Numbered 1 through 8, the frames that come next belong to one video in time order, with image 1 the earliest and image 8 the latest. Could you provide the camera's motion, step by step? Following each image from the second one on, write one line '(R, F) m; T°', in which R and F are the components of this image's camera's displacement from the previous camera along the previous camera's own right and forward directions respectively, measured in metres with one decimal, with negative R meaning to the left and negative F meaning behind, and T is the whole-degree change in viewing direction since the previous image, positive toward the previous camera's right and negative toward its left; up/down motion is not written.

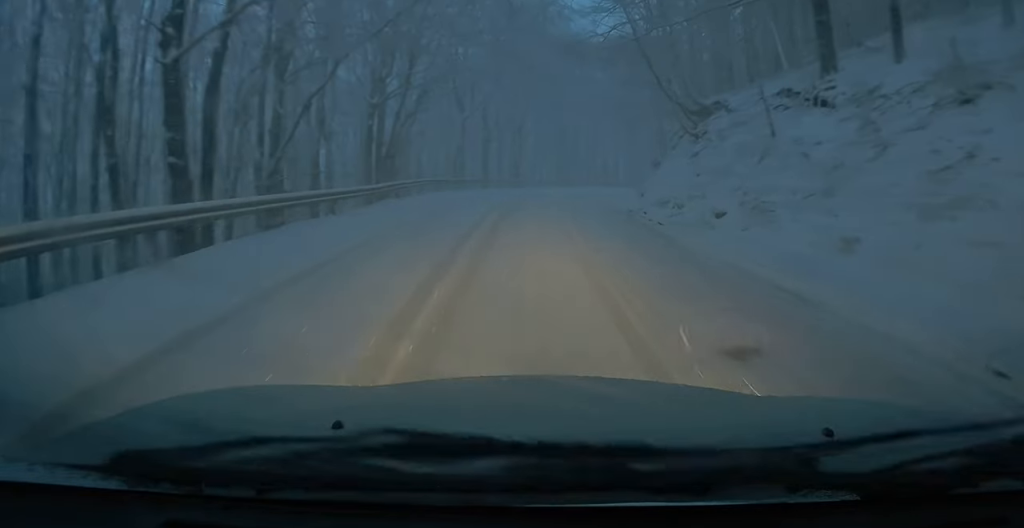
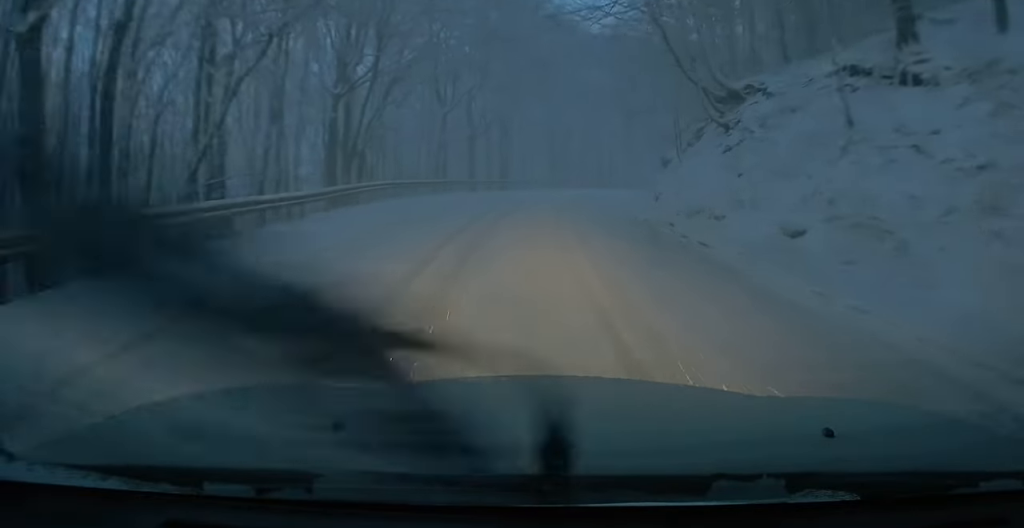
(0.0, +4.1) m; 0°
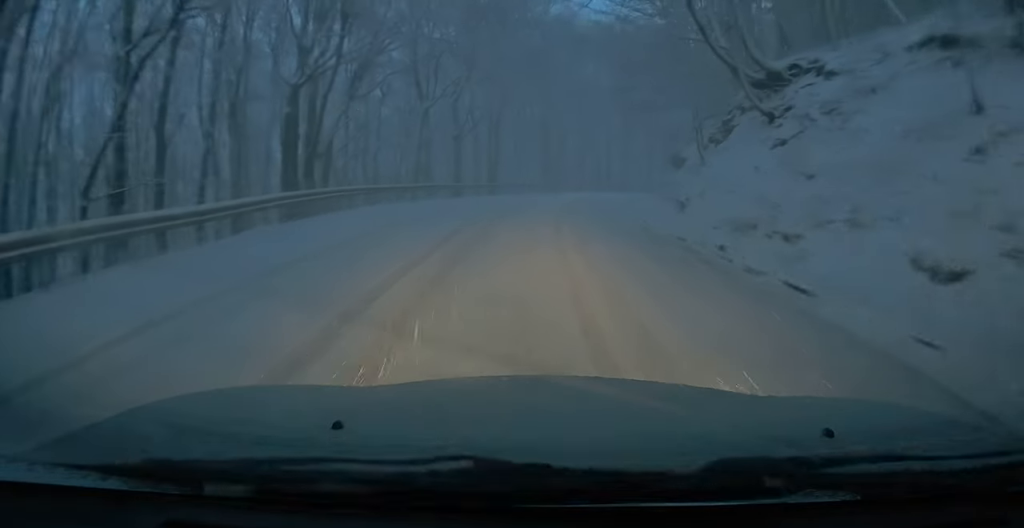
(0.0, +3.5) m; +1°
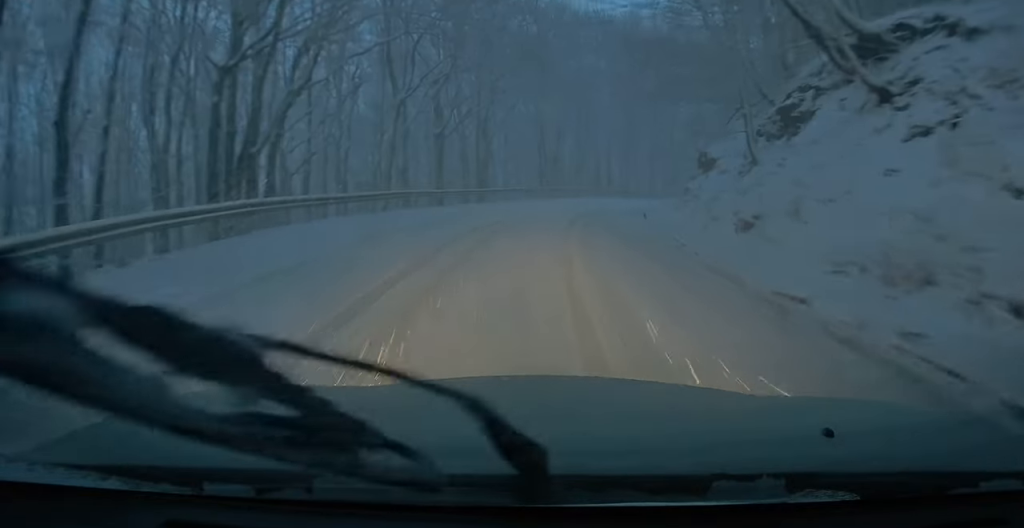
(+0.1, +4.2) m; +3°
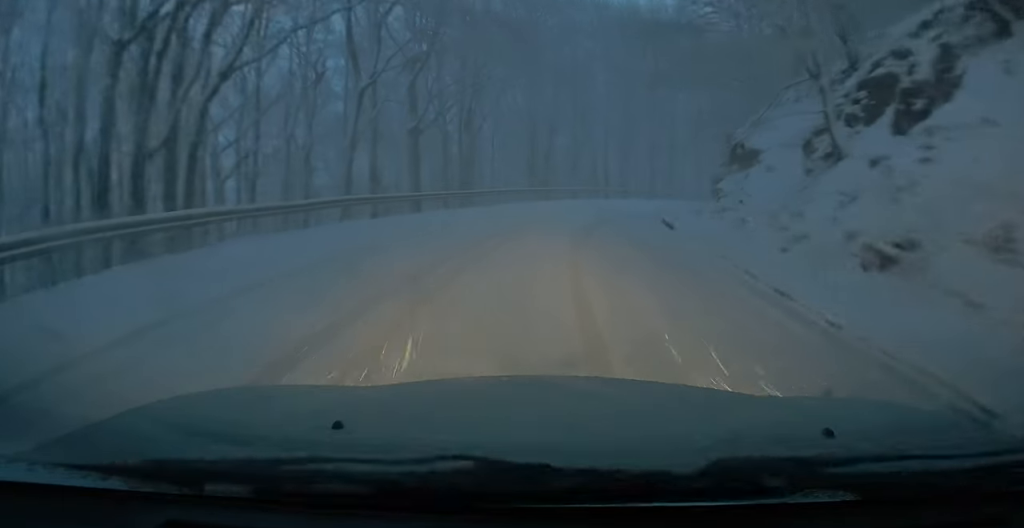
(+0.1, +3.7) m; +3°
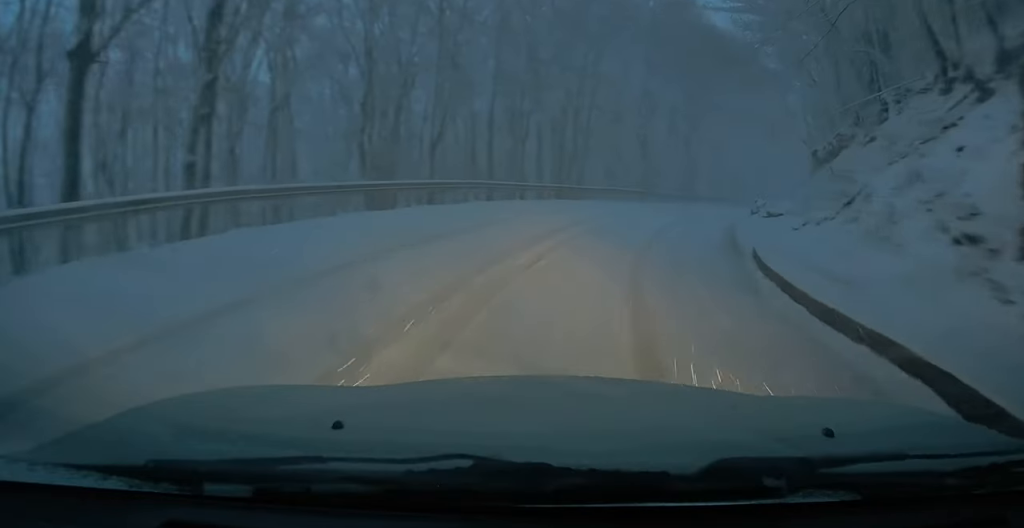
(+0.4, +18.9) m; +3°
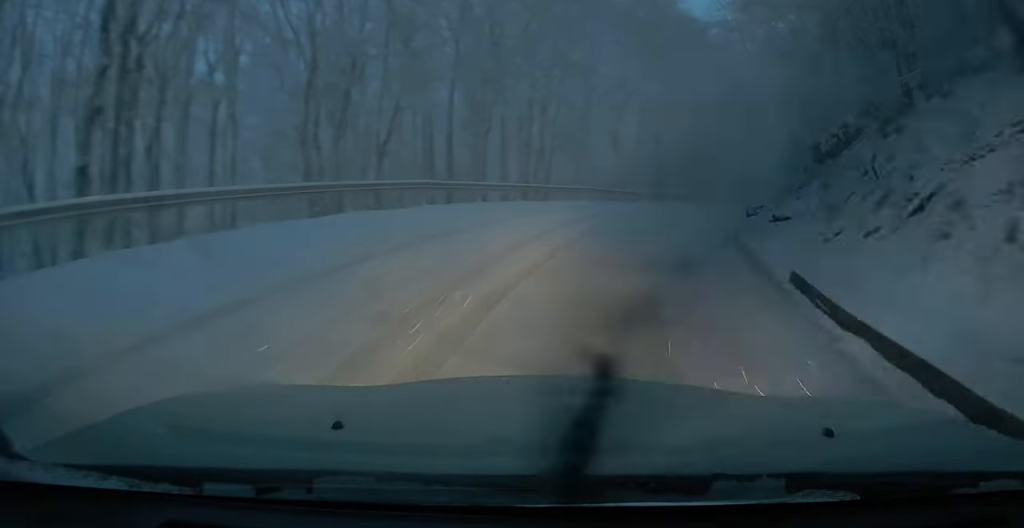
(+0.2, +3.2) m; +4°
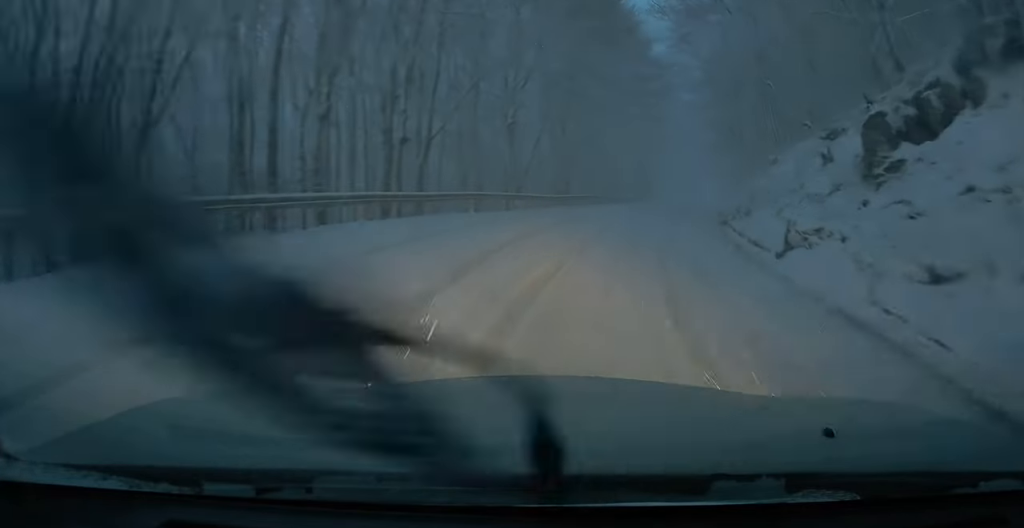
(+1.2, +10.4) m; +11°
